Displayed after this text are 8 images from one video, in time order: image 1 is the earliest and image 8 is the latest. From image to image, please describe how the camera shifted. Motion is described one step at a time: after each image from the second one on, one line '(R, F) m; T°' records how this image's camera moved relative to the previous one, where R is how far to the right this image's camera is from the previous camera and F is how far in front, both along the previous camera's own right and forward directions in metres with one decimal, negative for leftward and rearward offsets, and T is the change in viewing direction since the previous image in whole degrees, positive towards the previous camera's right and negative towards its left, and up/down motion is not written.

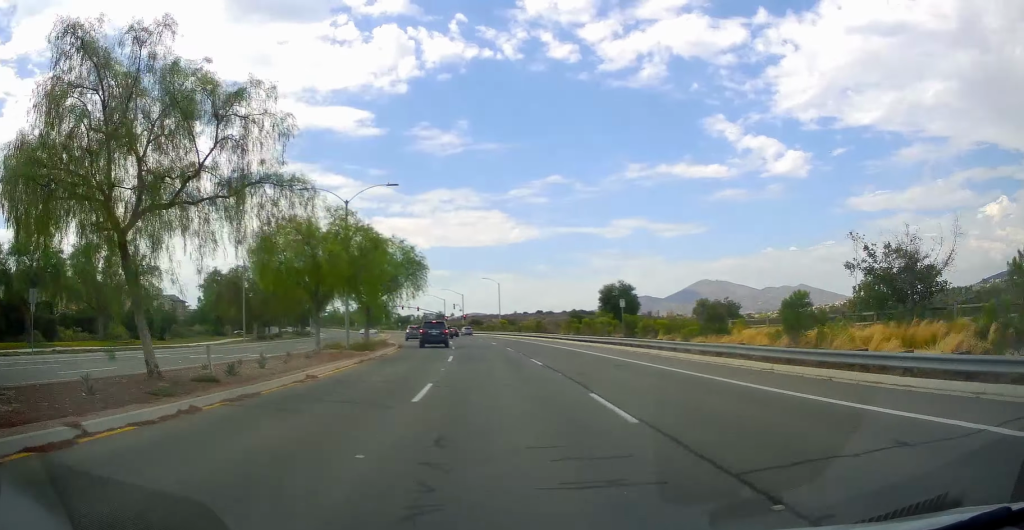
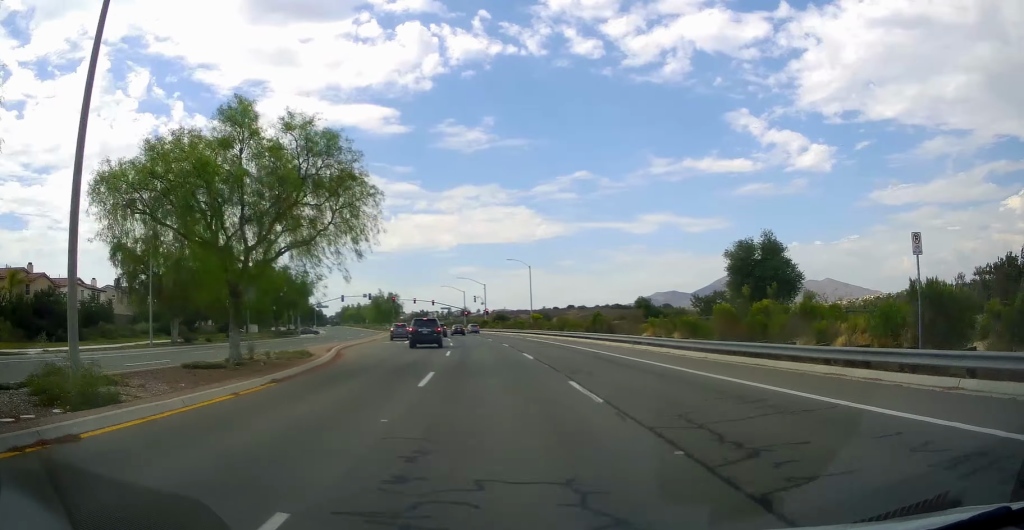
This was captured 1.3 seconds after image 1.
(-0.9, +26.9) m; -3°
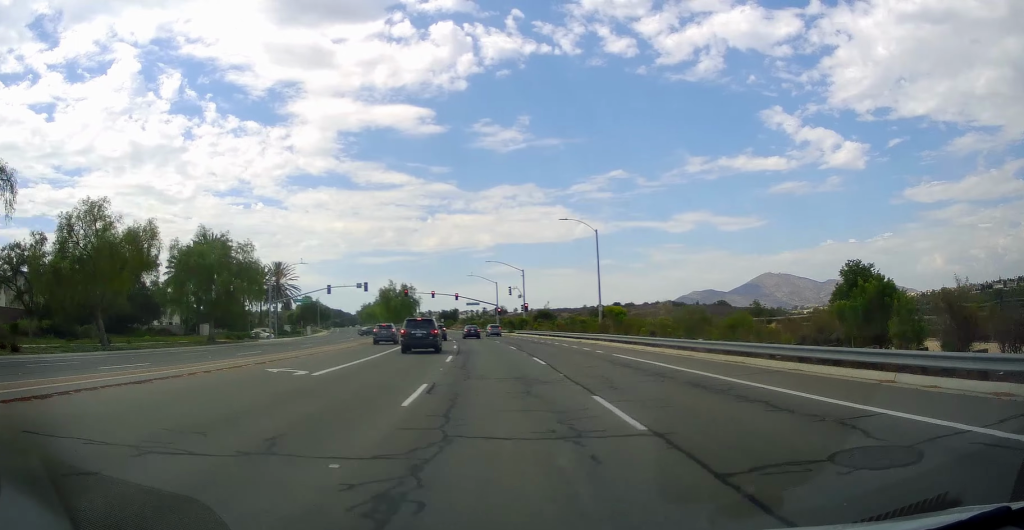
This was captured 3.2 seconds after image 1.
(-1.3, +33.7) m; -3°
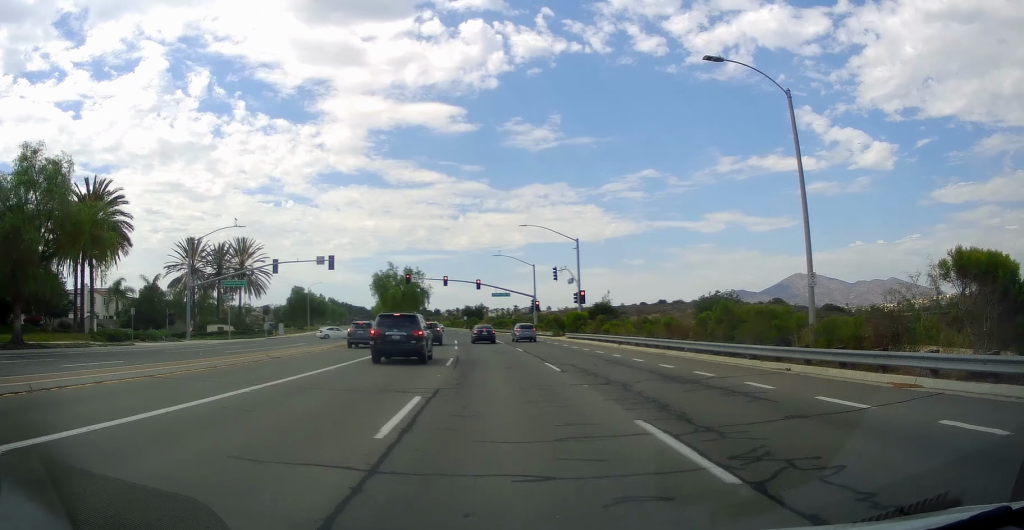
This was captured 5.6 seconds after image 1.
(-0.7, +35.0) m; -4°
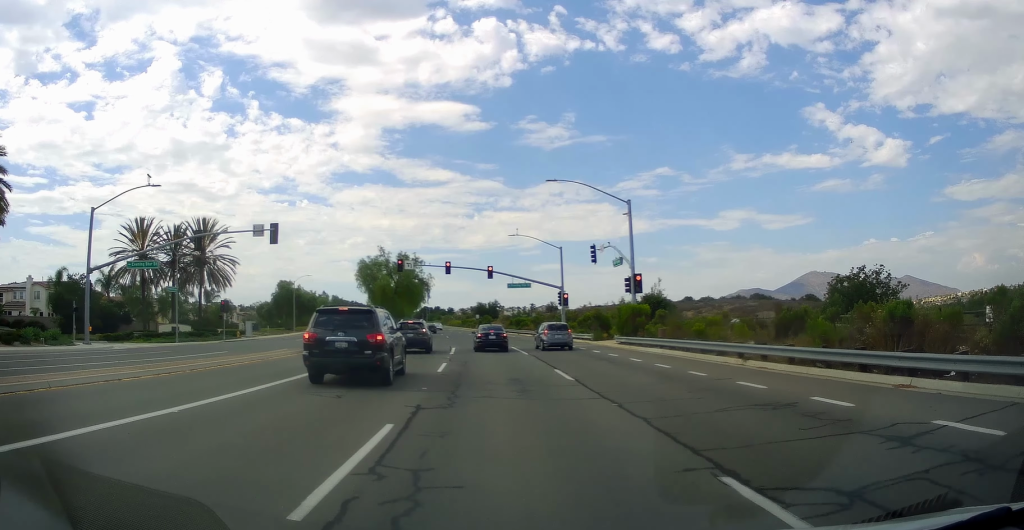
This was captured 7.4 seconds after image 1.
(-1.2, +18.8) m; -5°
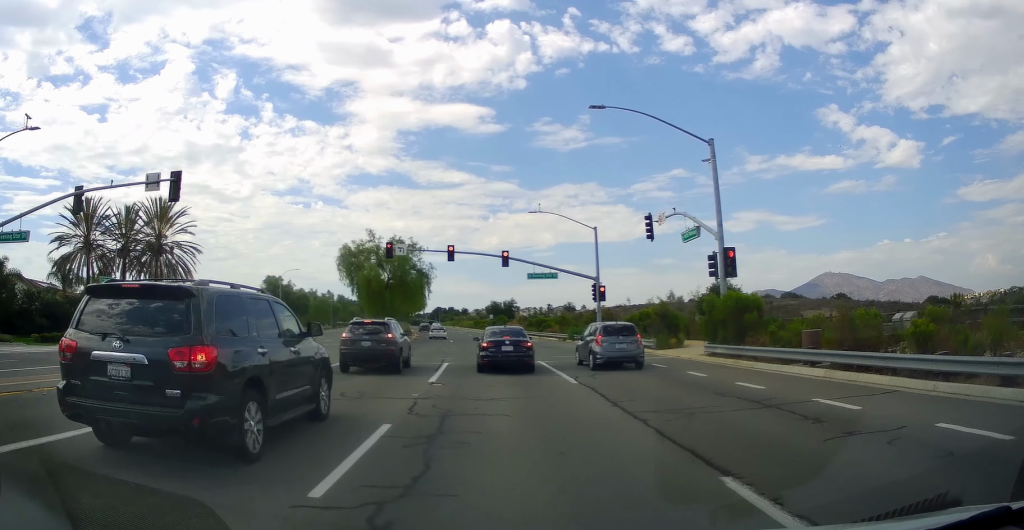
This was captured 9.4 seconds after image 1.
(-0.6, +14.7) m; -2°
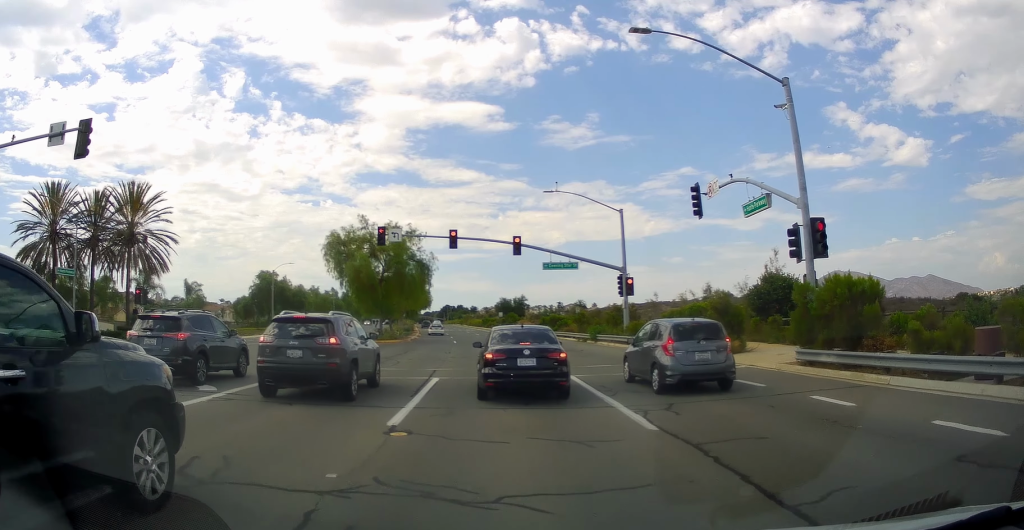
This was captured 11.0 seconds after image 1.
(+0.1, +7.5) m; -1°
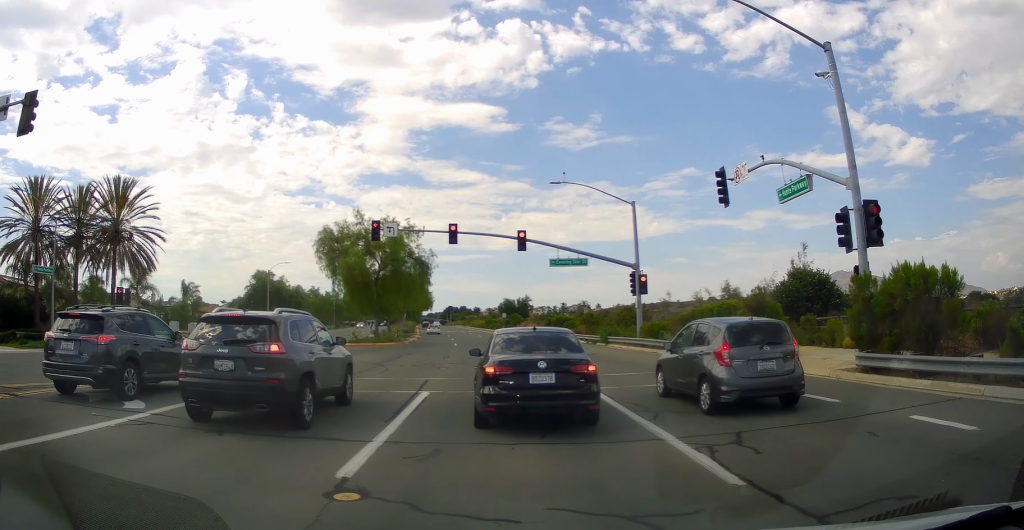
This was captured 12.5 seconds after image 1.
(0.0, +4.5) m; -2°
